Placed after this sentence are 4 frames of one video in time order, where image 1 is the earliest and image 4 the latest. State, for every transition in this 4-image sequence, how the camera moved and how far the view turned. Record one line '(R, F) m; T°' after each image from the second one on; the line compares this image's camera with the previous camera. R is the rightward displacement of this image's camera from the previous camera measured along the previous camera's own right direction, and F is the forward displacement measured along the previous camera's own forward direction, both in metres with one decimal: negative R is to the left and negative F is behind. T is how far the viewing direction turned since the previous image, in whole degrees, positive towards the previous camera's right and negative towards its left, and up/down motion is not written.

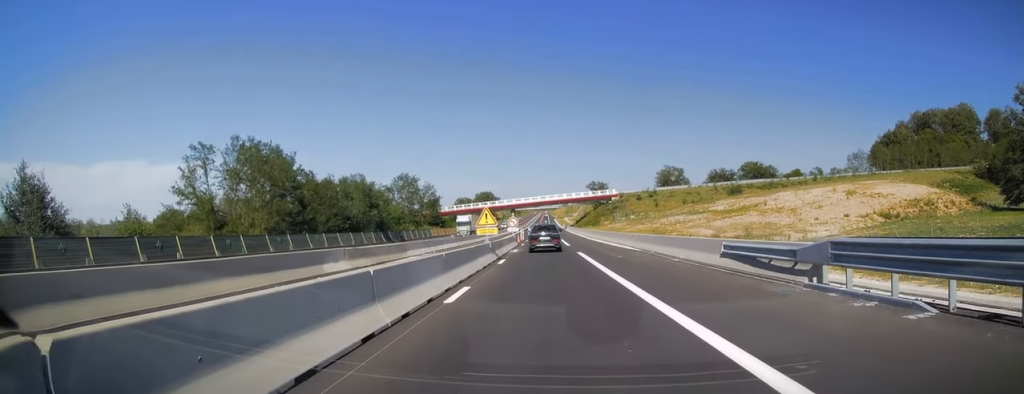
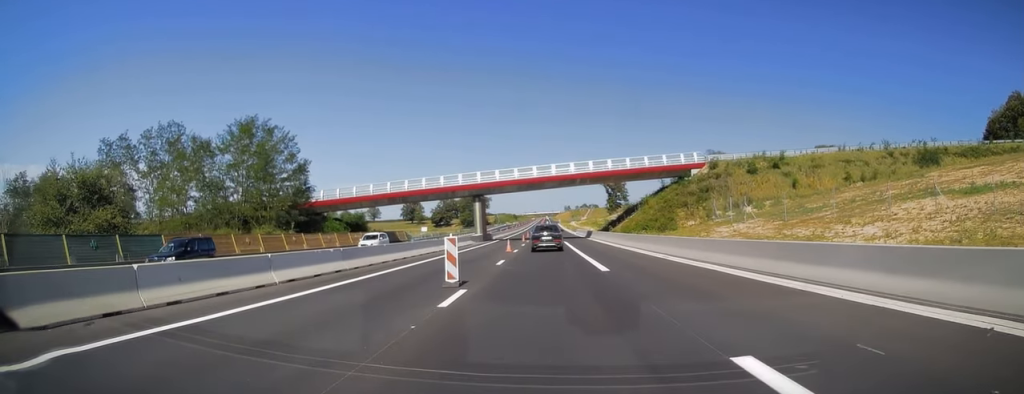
(+1.3, +78.0) m; +1°
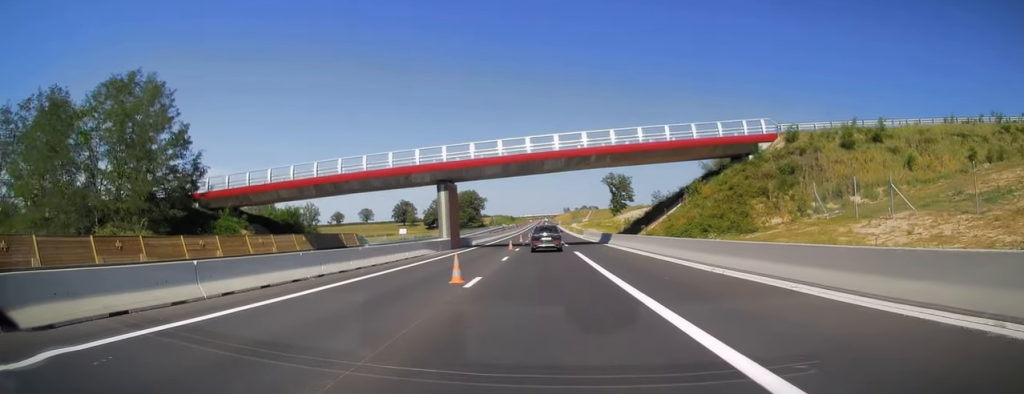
(0.0, +21.9) m; 0°
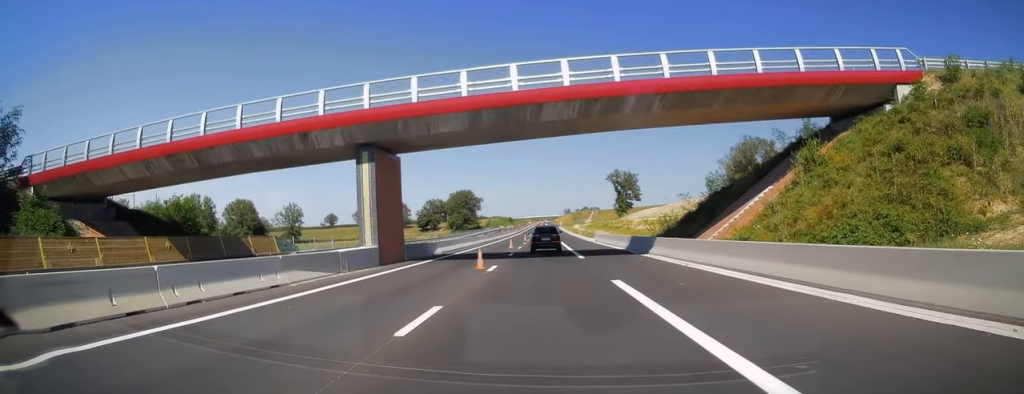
(0.0, +19.6) m; 0°
